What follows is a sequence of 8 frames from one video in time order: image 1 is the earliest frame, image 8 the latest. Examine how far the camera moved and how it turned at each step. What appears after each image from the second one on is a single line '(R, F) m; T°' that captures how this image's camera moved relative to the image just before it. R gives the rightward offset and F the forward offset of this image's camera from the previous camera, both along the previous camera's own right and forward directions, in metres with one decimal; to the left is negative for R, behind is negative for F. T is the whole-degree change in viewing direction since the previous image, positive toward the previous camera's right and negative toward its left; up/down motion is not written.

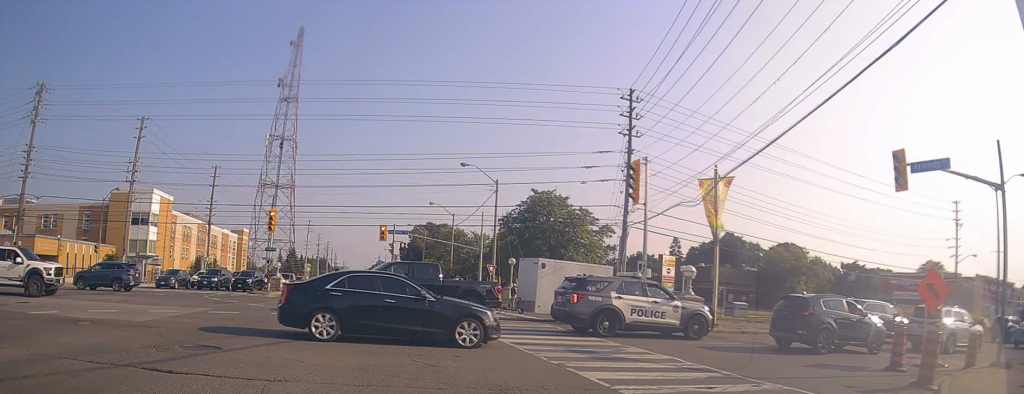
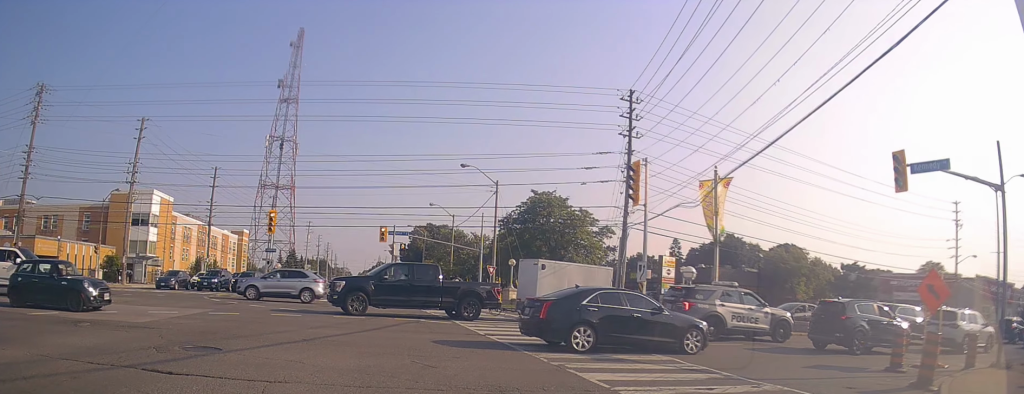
(0.0, 0.0) m; 0°
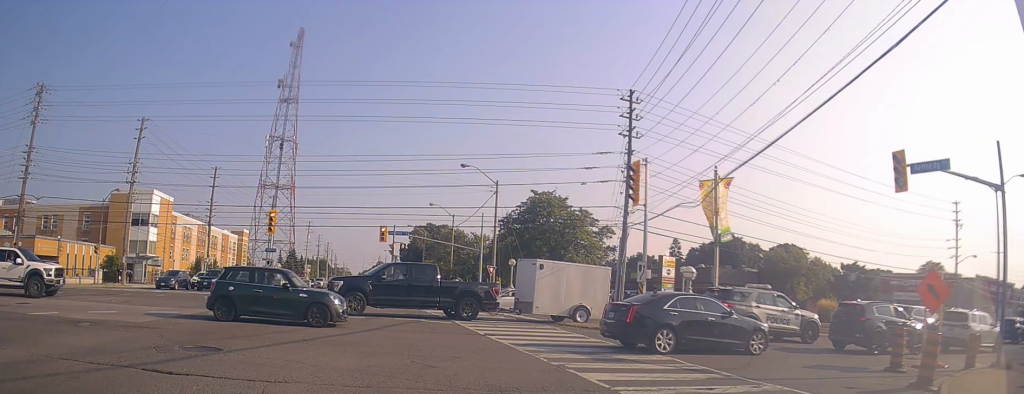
(0.0, 0.0) m; 0°
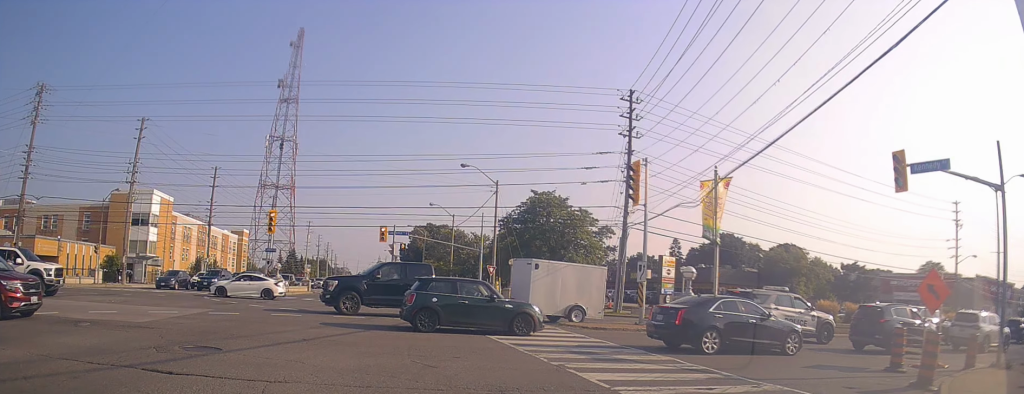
(0.0, 0.0) m; 0°
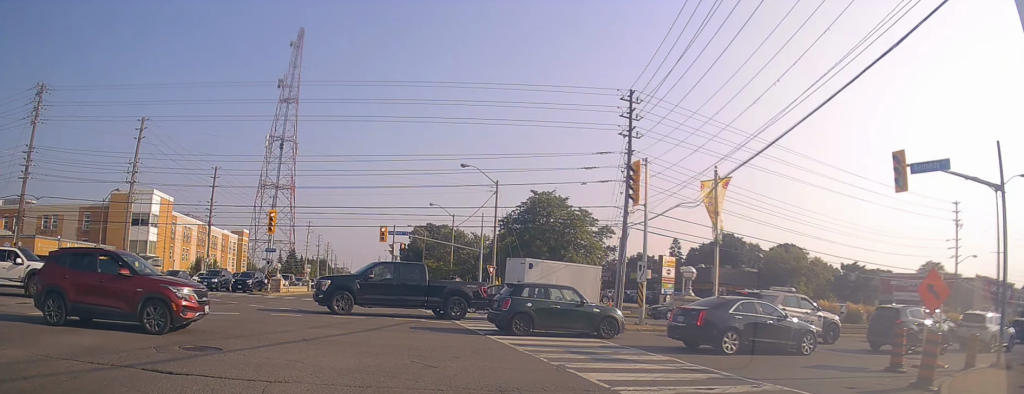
(0.0, 0.0) m; 0°
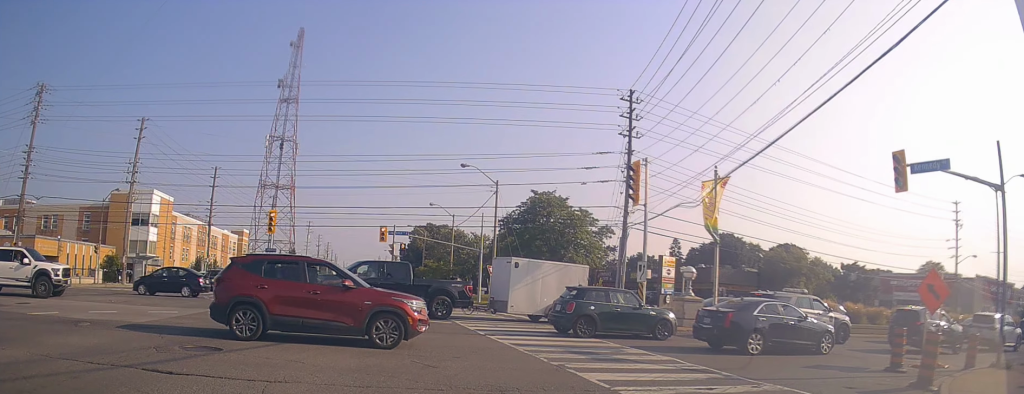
(0.0, 0.0) m; 0°
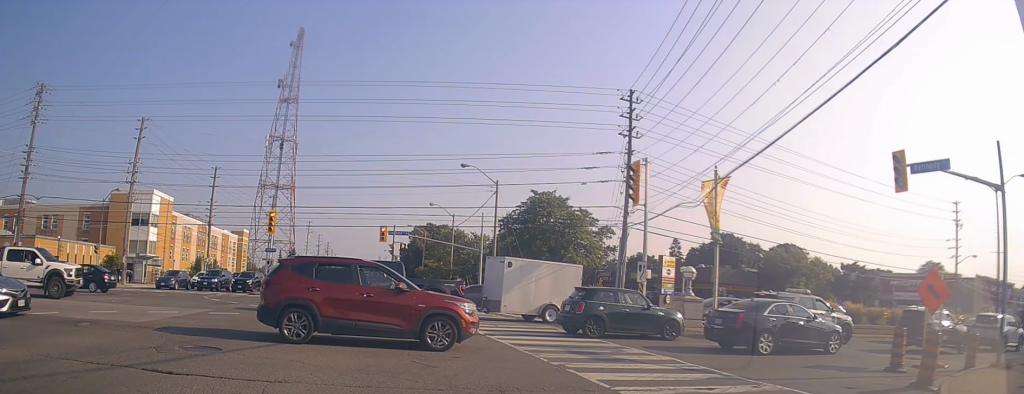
(0.0, 0.0) m; 0°
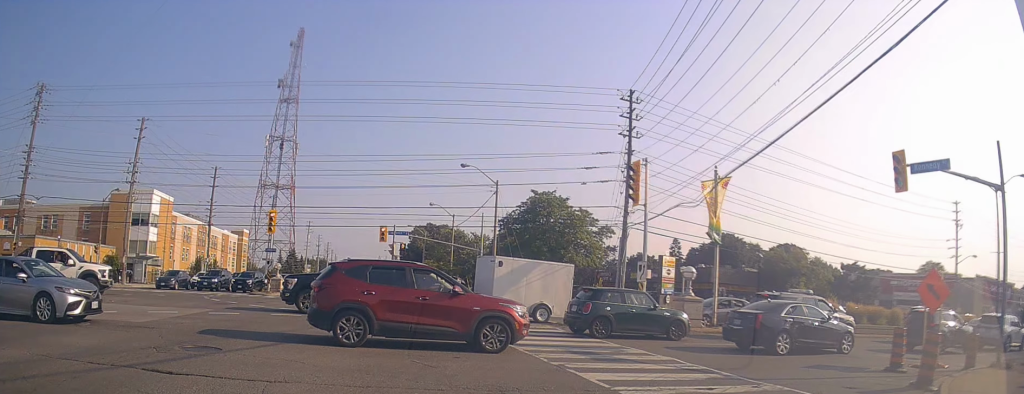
(0.0, 0.0) m; 0°
